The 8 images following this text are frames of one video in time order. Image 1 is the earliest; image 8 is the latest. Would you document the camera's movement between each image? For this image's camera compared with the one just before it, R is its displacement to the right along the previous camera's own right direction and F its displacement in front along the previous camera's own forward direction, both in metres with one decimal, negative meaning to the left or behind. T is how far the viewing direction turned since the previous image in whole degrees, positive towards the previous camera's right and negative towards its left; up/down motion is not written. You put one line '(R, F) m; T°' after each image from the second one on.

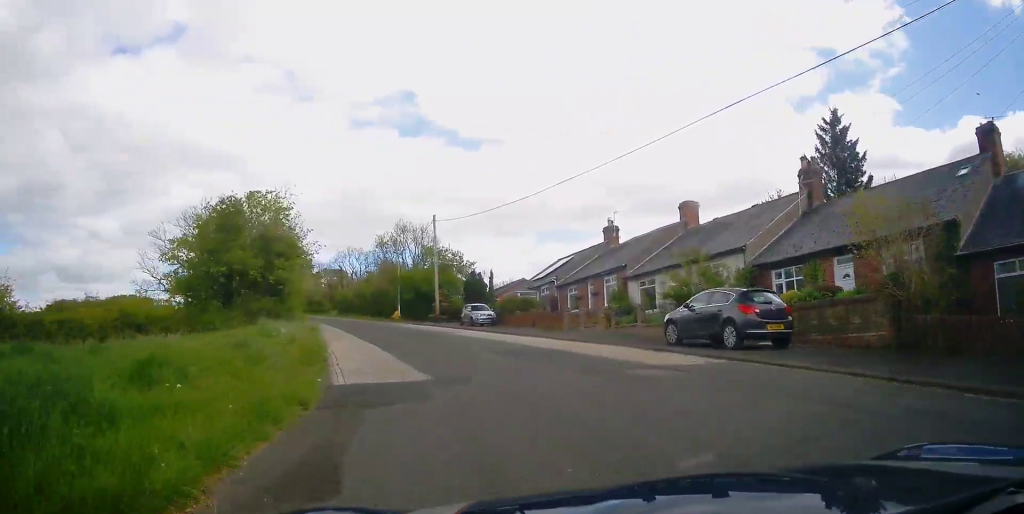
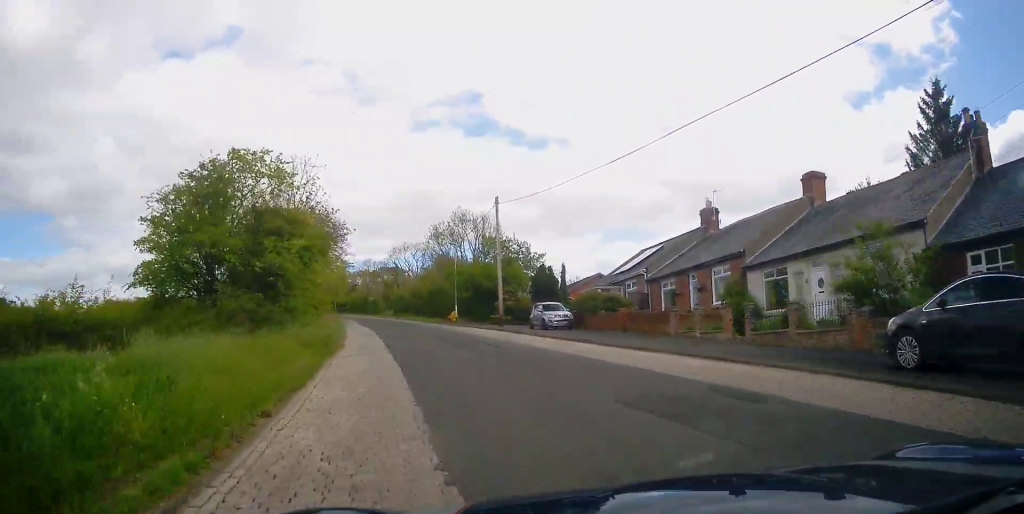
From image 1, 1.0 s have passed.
(-0.6, +7.5) m; -7°
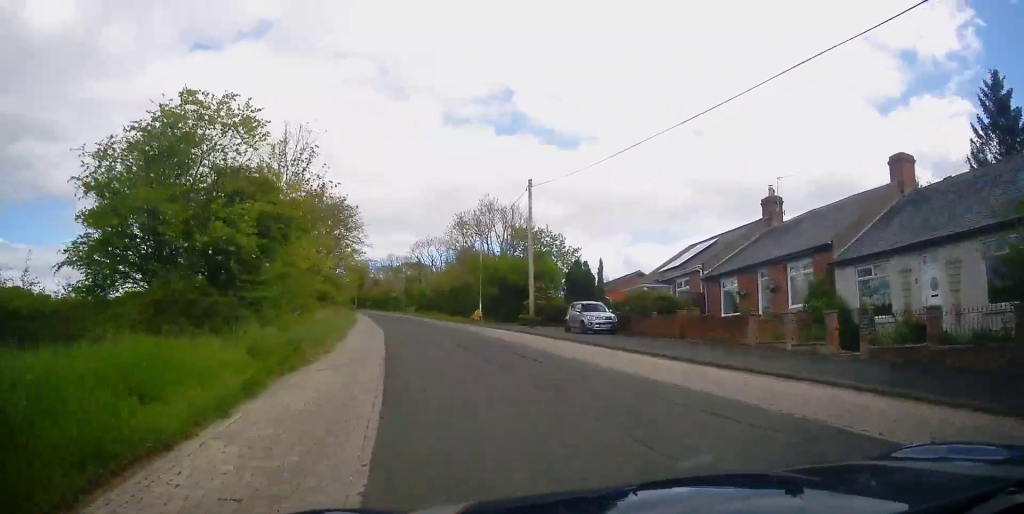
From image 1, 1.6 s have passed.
(-0.2, +5.0) m; -5°
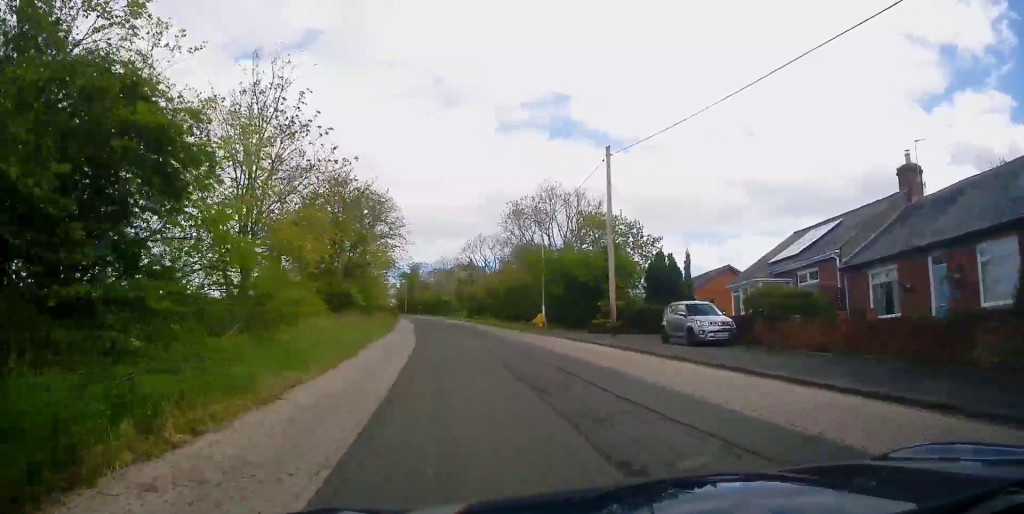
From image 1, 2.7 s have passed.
(-0.6, +8.4) m; -6°
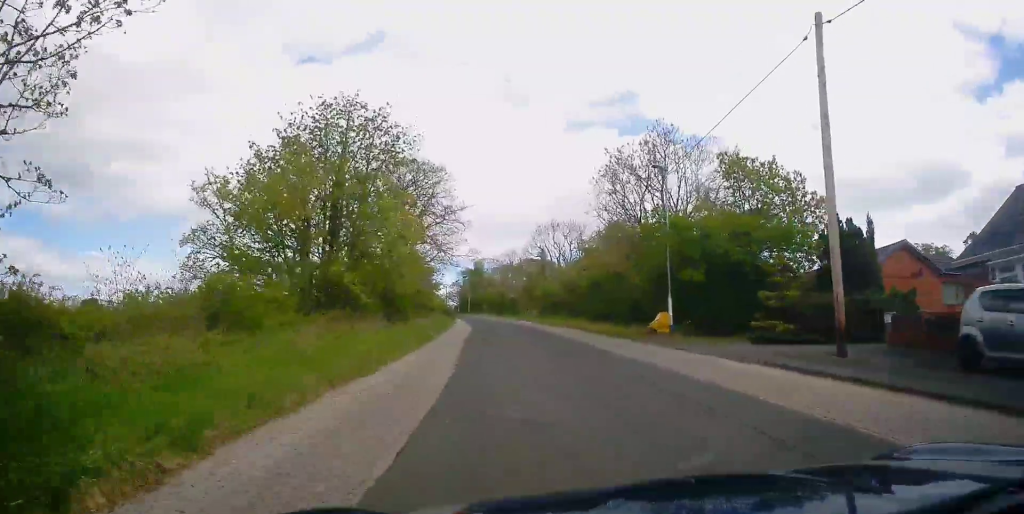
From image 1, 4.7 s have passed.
(-0.7, +14.3) m; -7°
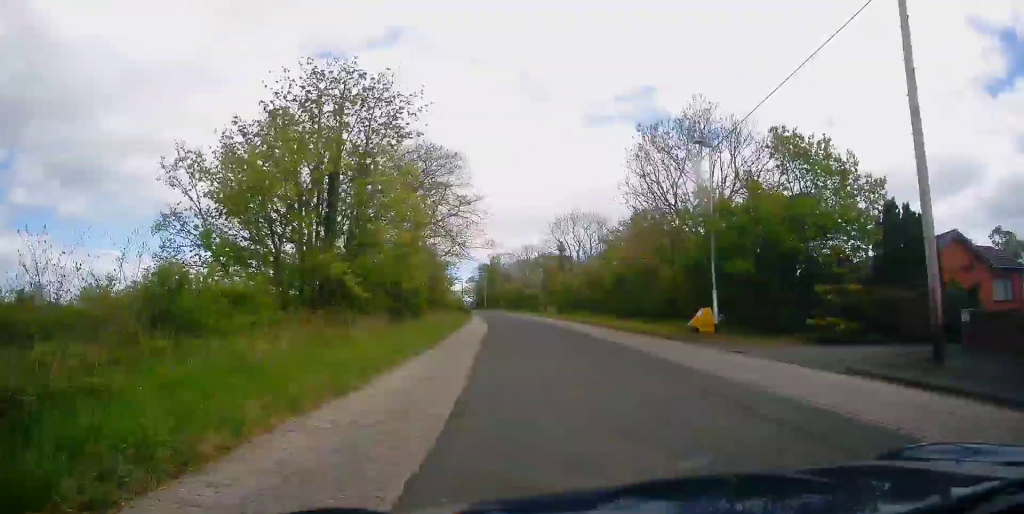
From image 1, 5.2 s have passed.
(-0.1, +3.1) m; -3°
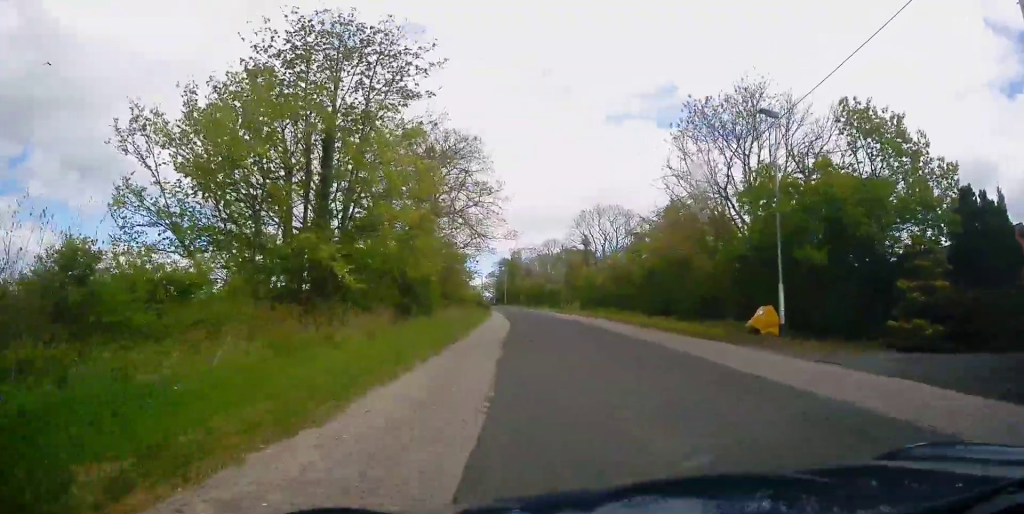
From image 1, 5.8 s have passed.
(-0.2, +3.7) m; -2°
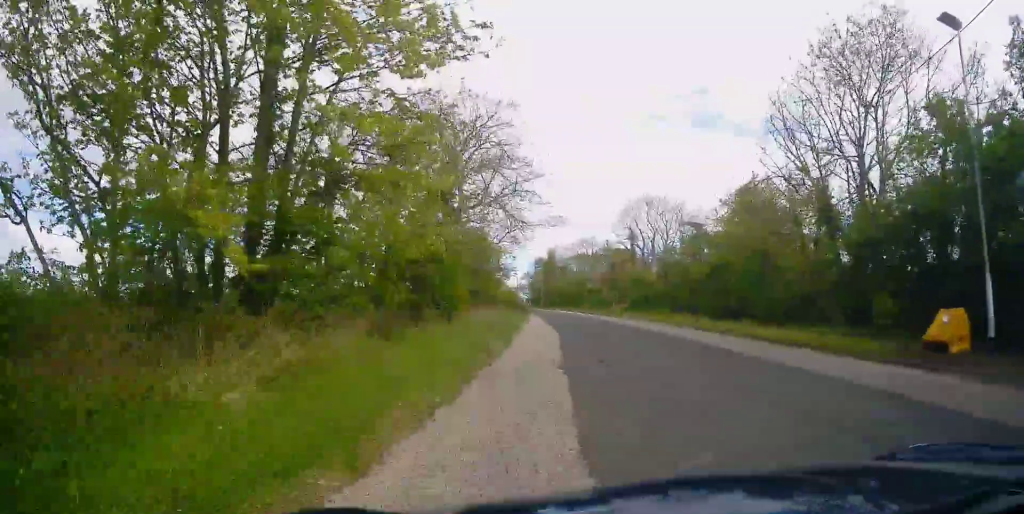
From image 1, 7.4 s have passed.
(-0.2, +8.1) m; +1°
